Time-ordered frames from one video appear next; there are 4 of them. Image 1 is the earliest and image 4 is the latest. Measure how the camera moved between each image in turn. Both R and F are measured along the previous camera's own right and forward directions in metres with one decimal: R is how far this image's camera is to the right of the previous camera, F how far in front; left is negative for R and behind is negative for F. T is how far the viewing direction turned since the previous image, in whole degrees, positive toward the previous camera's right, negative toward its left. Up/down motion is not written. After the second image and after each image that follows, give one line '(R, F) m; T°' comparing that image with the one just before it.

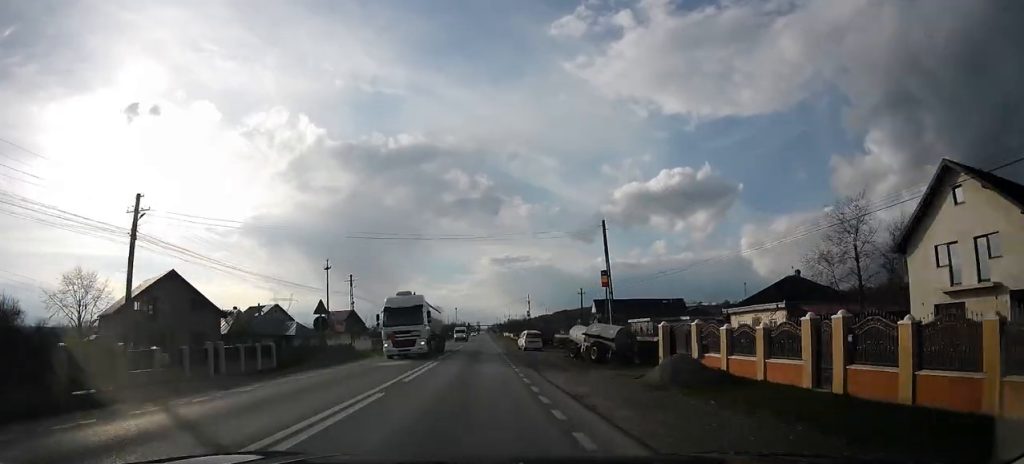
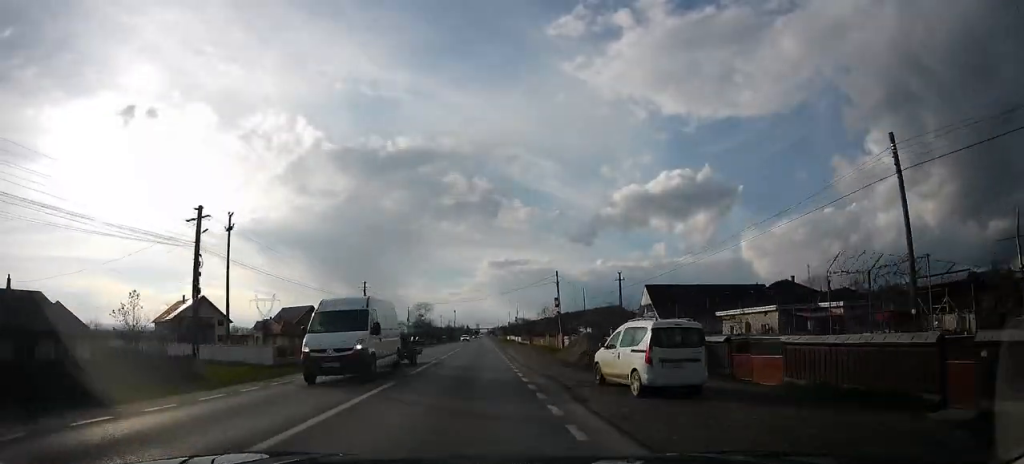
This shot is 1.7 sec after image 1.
(+0.3, +33.6) m; 0°
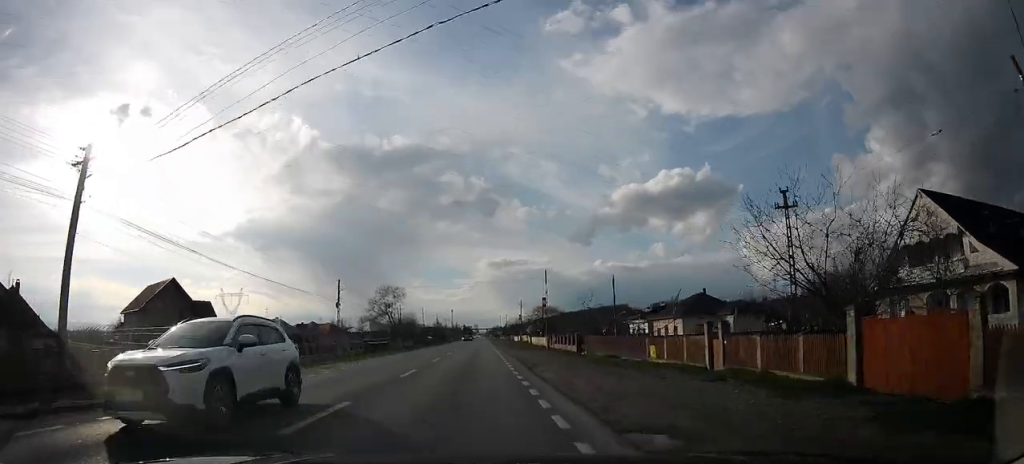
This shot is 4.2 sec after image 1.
(-1.2, +50.9) m; 0°
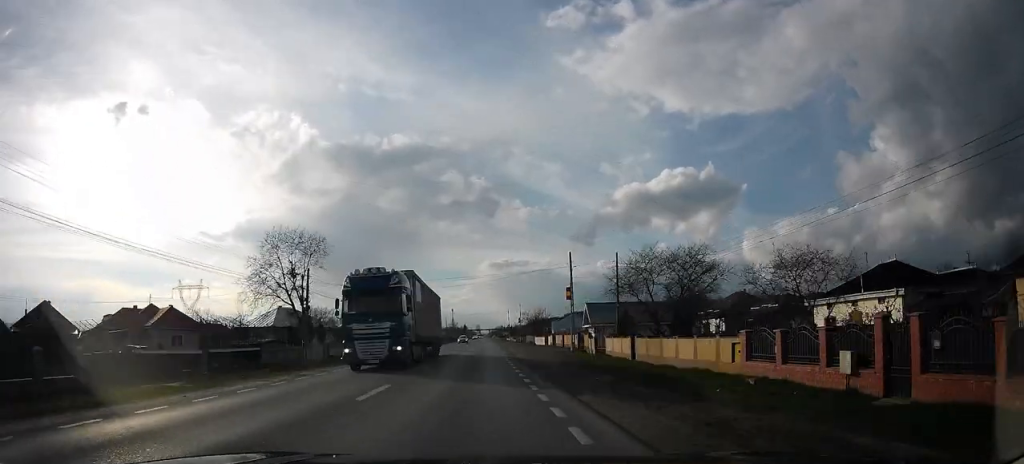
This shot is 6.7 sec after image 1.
(+0.4, +52.0) m; -1°
